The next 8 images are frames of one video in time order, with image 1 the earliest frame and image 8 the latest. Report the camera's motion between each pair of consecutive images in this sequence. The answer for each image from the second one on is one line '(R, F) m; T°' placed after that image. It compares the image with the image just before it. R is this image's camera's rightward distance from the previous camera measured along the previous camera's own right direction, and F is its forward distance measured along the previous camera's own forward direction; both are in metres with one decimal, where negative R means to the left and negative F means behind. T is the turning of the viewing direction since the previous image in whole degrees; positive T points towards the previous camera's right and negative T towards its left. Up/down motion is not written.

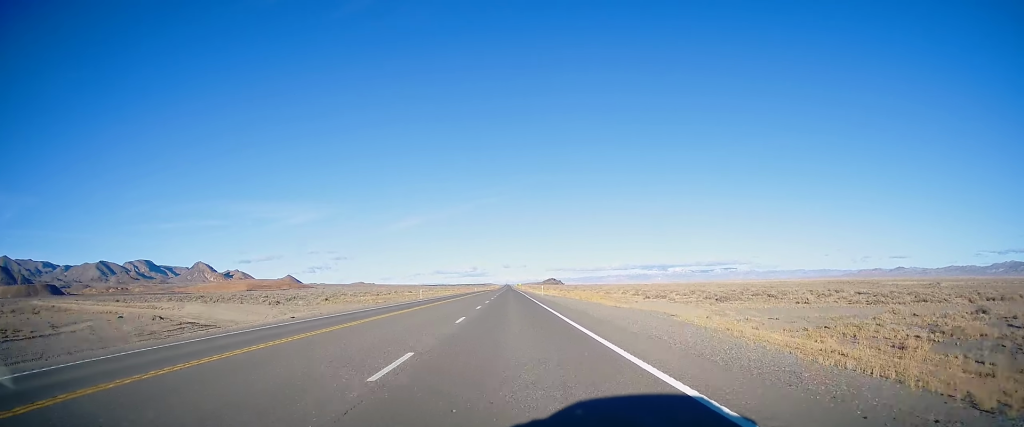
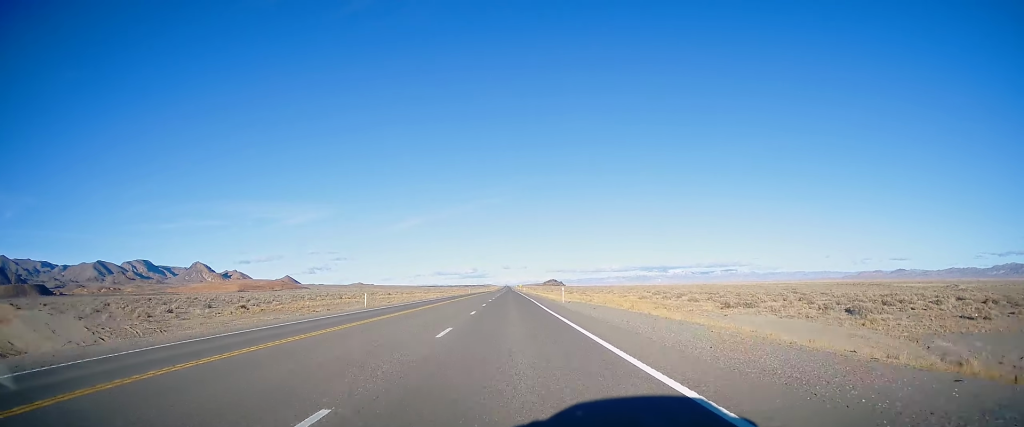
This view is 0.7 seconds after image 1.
(-0.8, +29.4) m; 0°
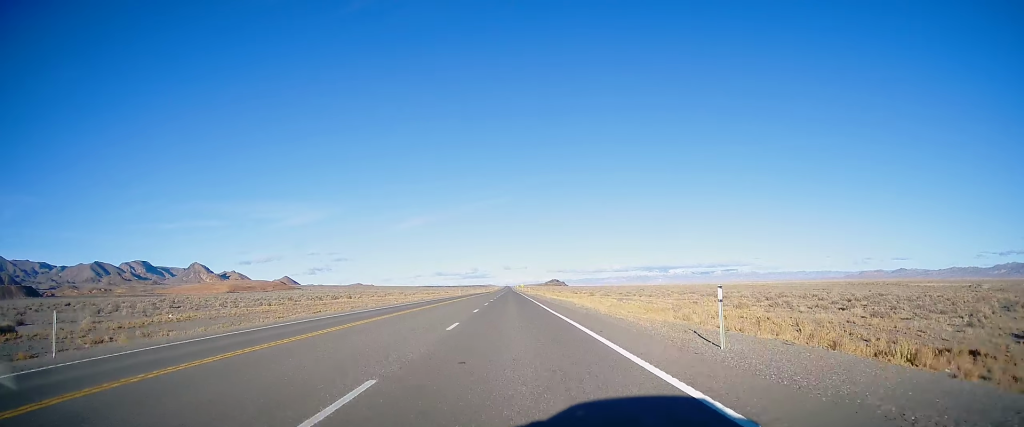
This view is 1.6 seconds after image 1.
(+0.2, +34.7) m; 0°
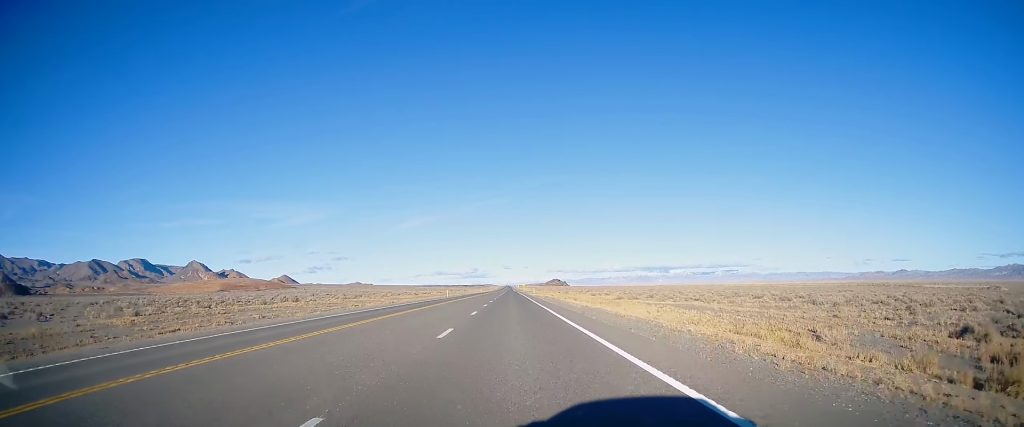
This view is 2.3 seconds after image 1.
(+0.1, +26.8) m; 0°
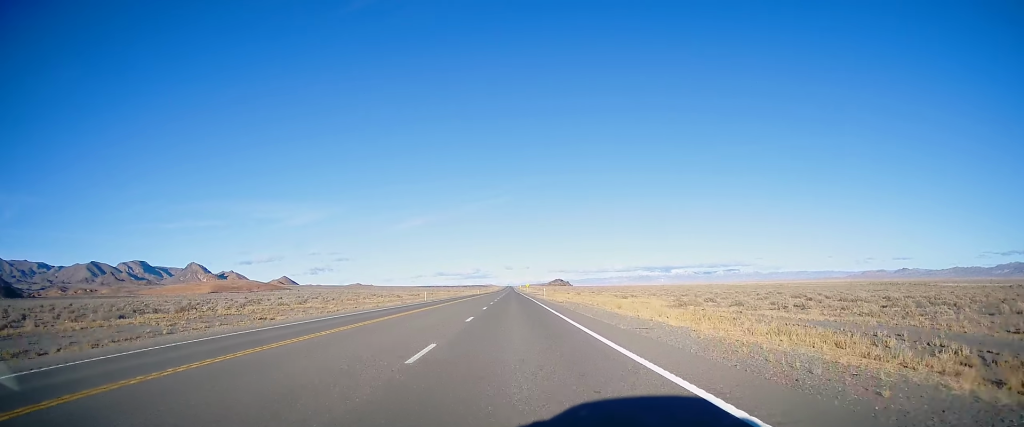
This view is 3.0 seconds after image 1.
(-0.1, +29.5) m; -1°
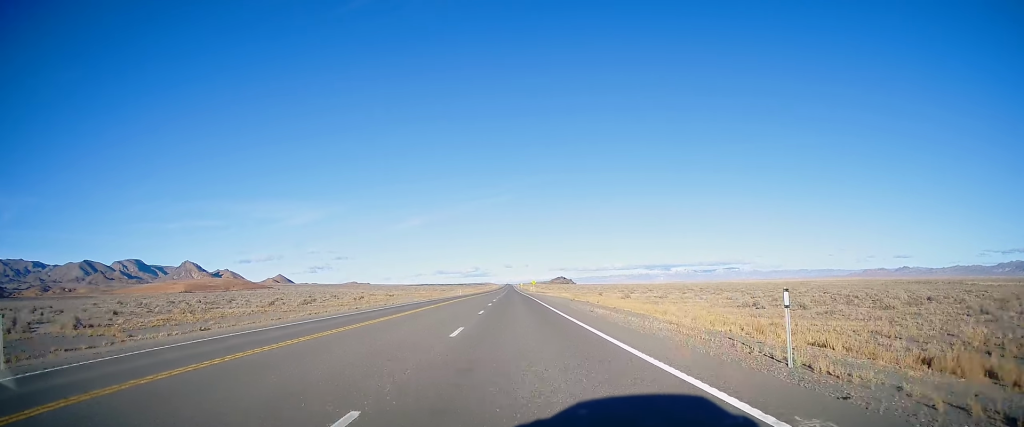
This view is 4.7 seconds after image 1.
(+0.4, +68.7) m; +1°
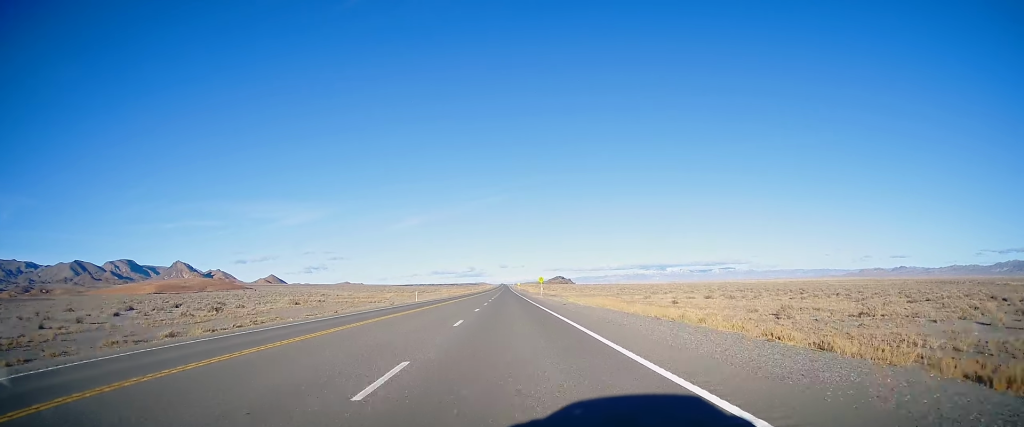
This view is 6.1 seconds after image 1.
(+0.1, +57.2) m; 0°
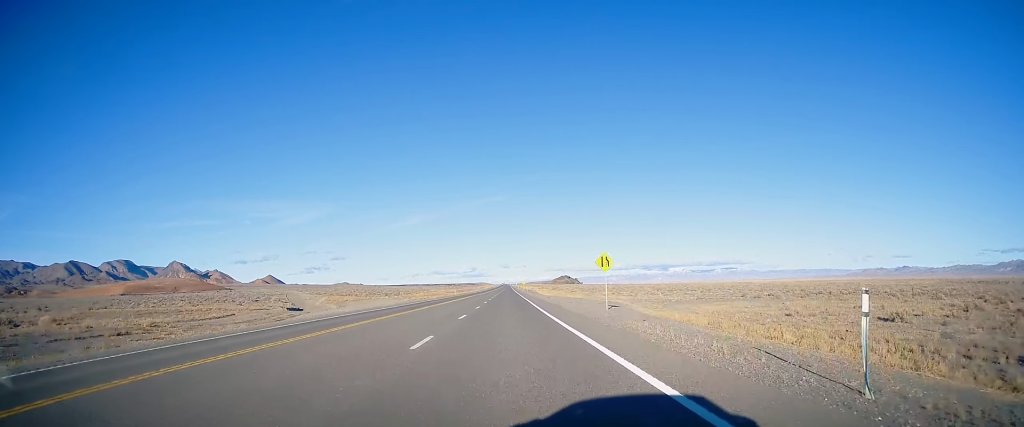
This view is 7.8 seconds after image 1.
(0.0, +67.0) m; 0°
